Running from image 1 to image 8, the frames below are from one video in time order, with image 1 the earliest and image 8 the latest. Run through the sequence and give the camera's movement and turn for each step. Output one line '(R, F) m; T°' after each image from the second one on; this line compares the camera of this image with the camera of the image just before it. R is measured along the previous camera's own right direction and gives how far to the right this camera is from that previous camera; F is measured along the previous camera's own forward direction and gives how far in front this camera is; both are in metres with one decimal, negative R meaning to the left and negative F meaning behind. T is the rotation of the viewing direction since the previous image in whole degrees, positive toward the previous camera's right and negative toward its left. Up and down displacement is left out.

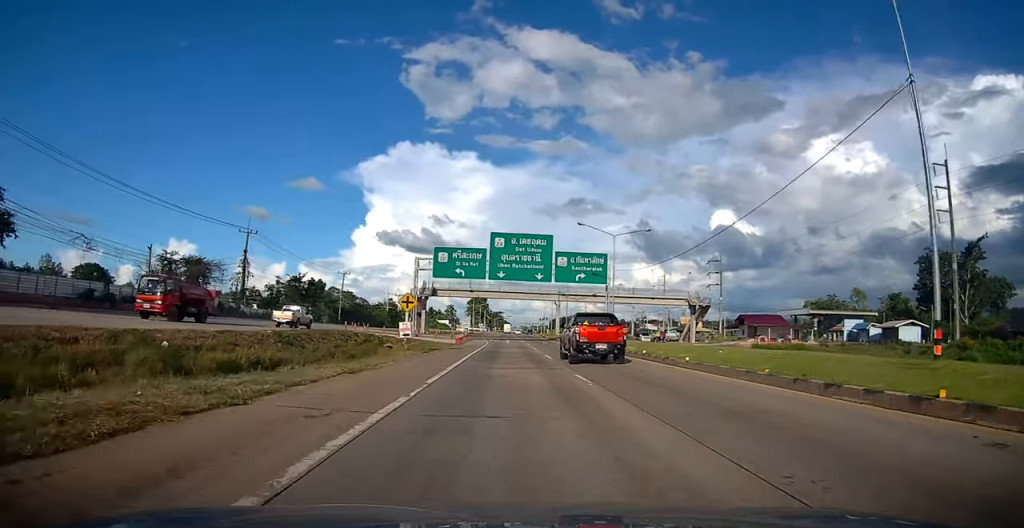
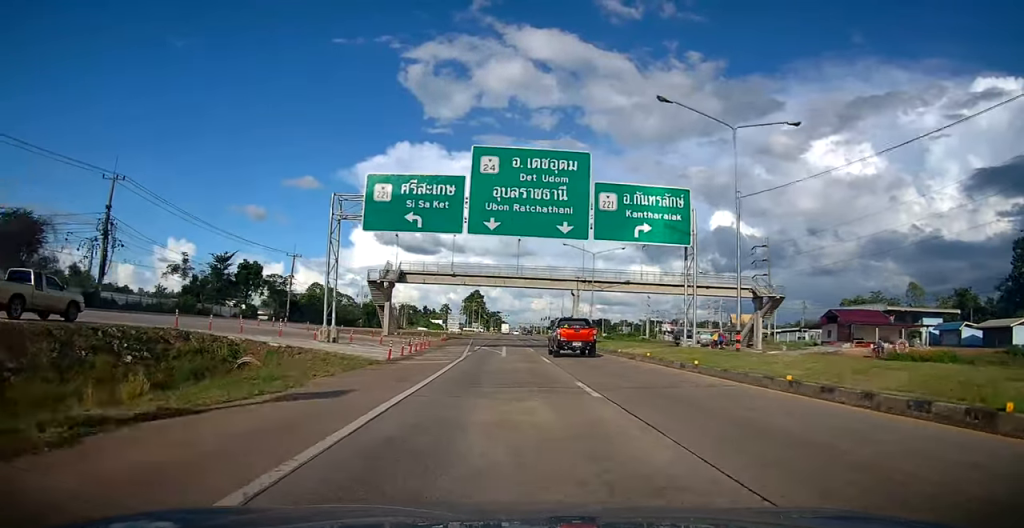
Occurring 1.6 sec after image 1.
(-0.4, +26.1) m; 0°
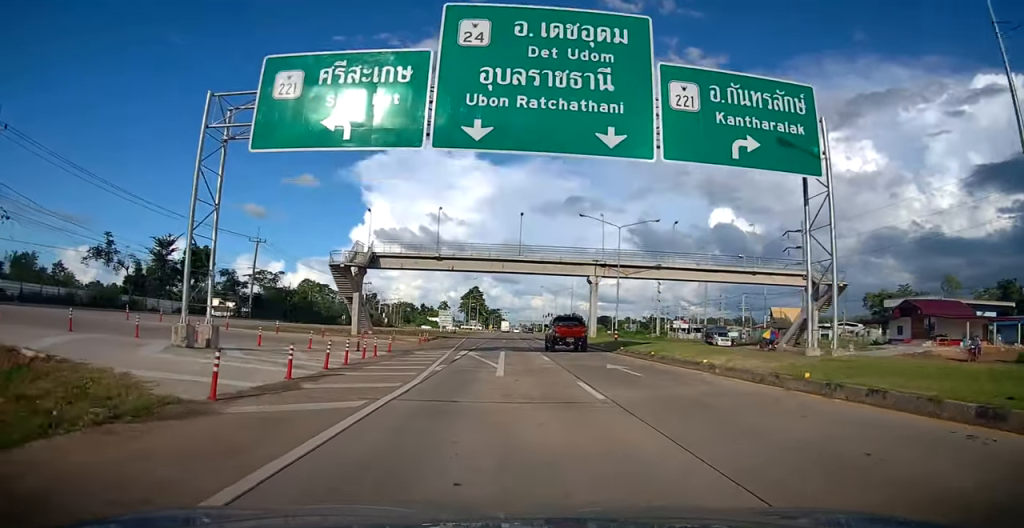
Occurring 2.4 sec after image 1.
(+0.4, +13.3) m; 0°
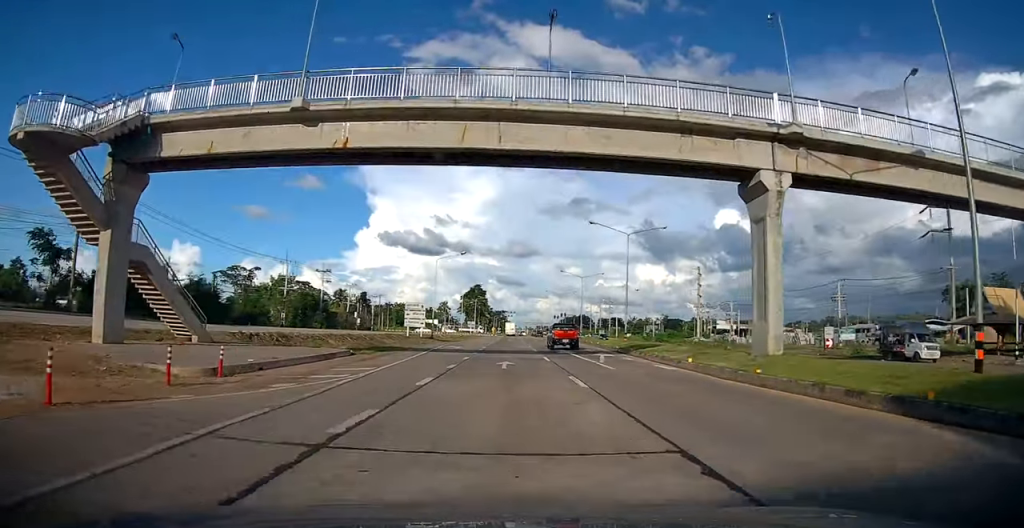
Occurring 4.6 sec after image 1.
(-0.8, +34.3) m; 0°
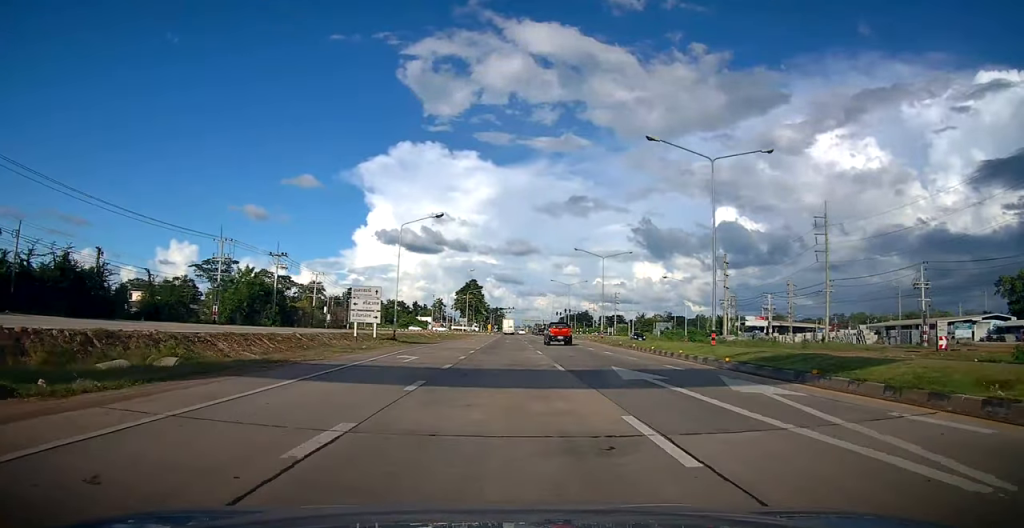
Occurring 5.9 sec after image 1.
(+0.2, +19.5) m; +1°
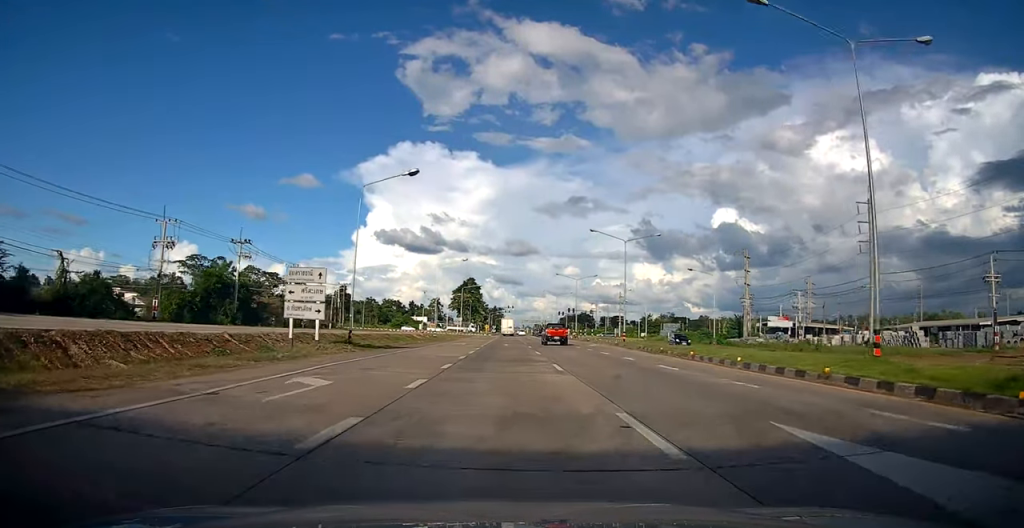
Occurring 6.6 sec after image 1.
(0.0, +11.7) m; 0°
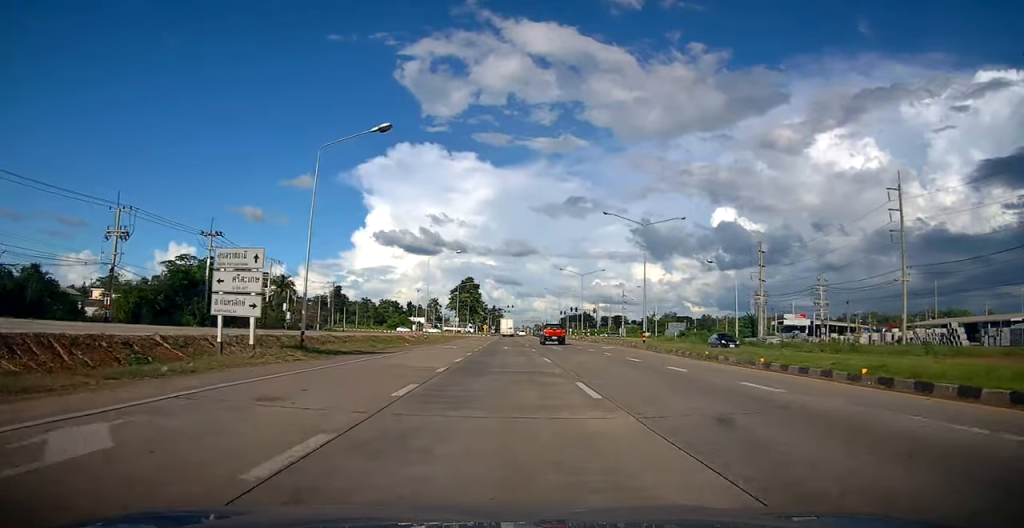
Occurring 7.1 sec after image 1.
(+0.1, +7.2) m; -1°
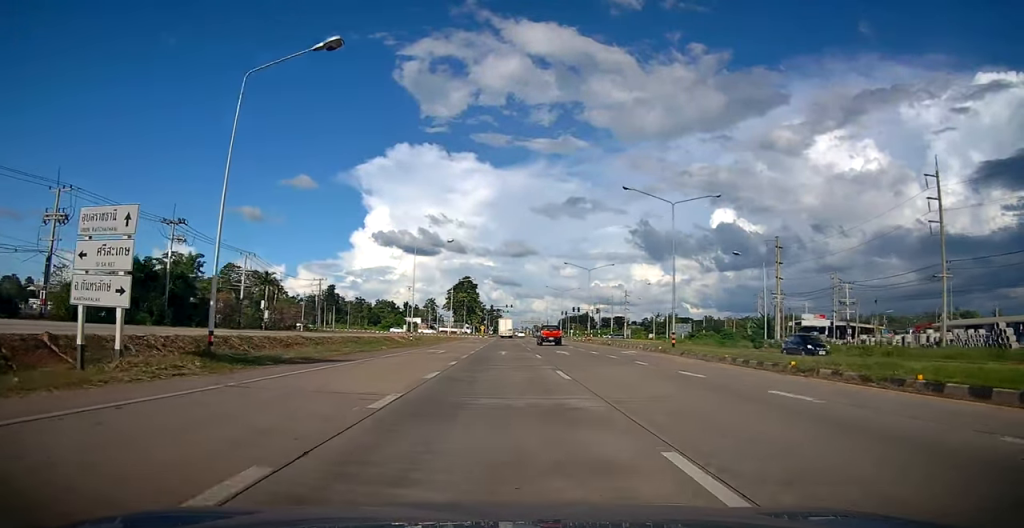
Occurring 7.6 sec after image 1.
(0.0, +7.6) m; -1°
